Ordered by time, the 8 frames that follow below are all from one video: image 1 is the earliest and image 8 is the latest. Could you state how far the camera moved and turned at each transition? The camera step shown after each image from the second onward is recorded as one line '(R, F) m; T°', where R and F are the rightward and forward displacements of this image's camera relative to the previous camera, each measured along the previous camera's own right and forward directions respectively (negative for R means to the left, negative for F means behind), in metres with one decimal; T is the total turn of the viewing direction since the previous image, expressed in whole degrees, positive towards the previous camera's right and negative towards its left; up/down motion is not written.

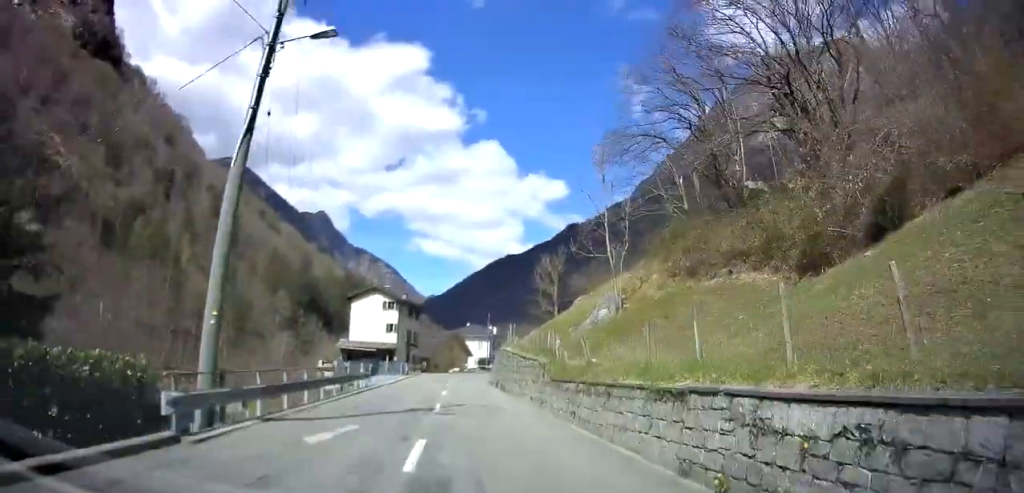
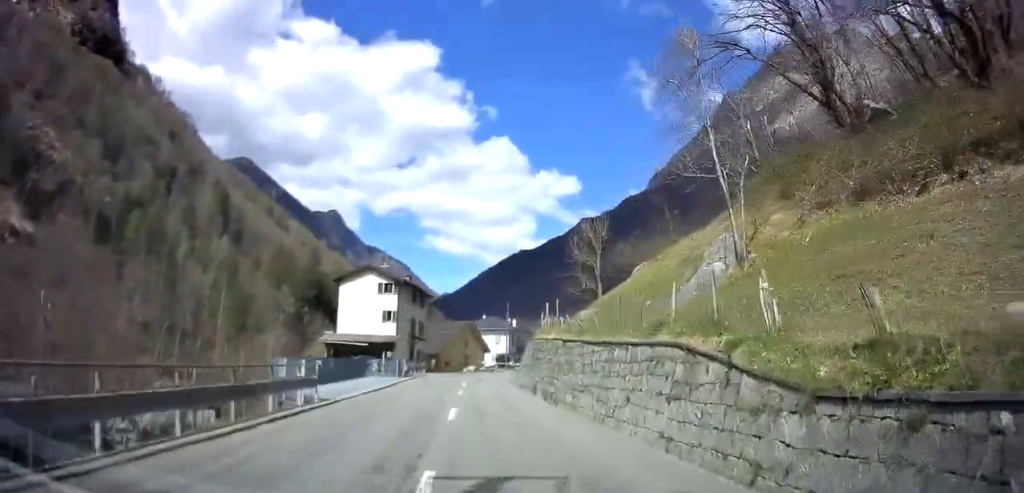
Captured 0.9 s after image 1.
(-0.3, +12.7) m; -1°
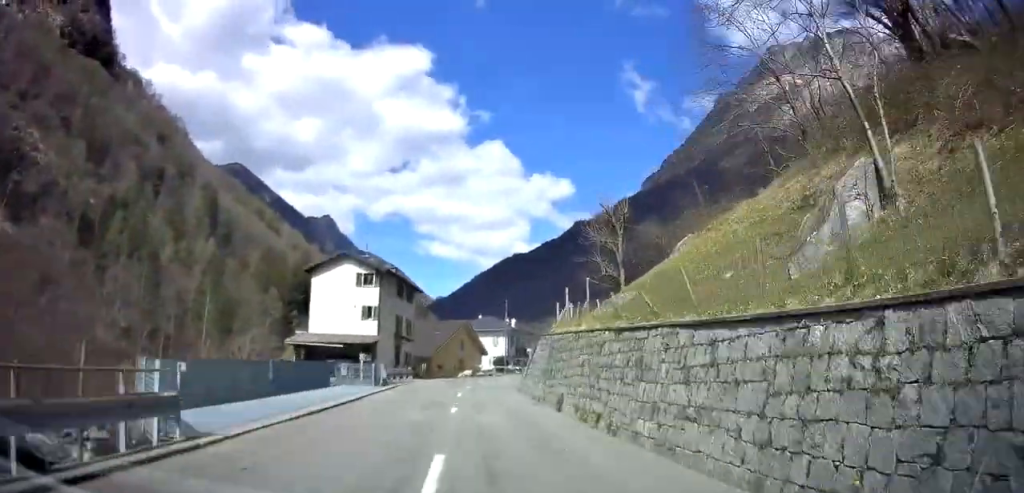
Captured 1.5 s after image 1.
(-0.2, +7.8) m; +1°
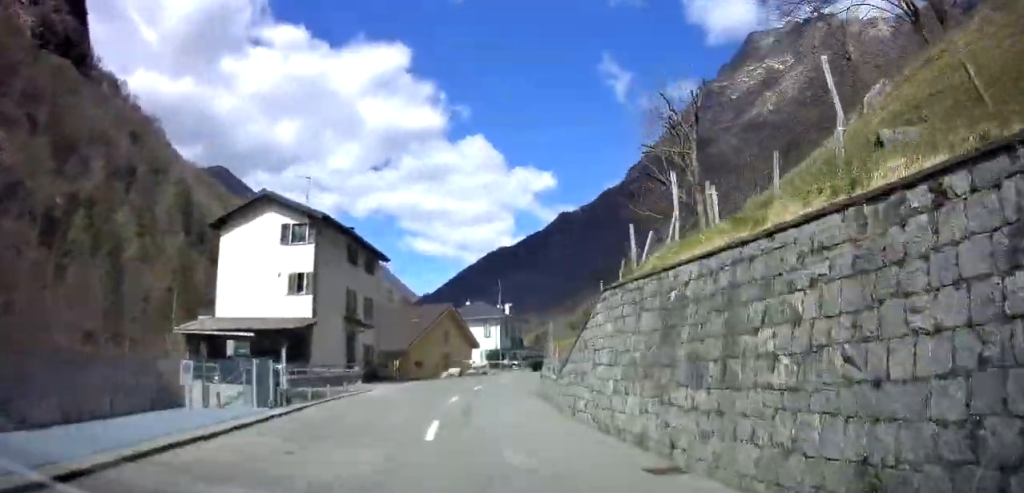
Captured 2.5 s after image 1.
(+0.5, +14.4) m; +1°
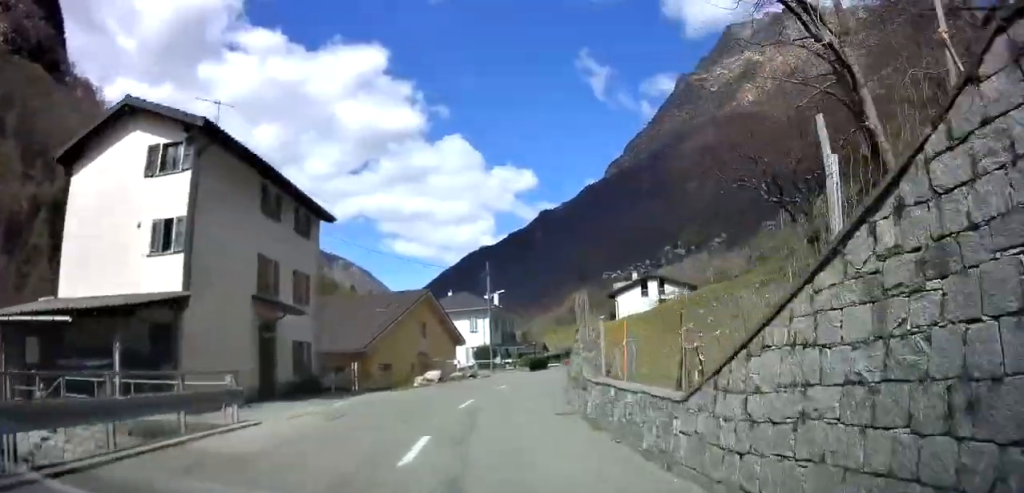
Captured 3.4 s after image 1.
(-0.2, +11.3) m; +1°
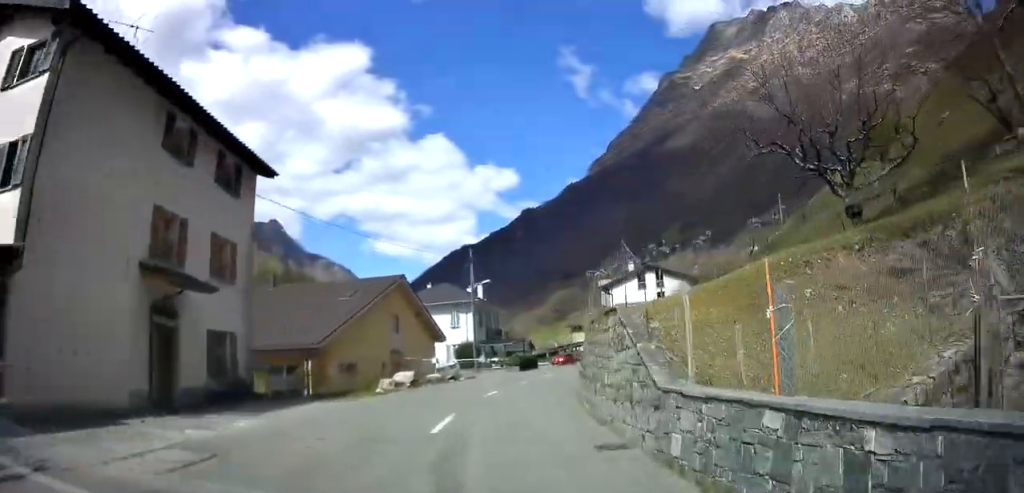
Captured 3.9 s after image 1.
(+0.1, +6.0) m; +2°
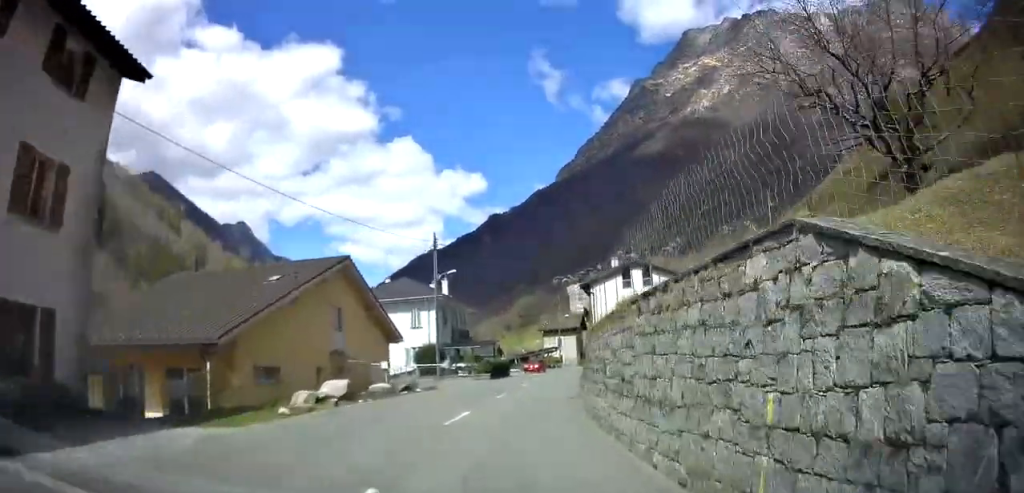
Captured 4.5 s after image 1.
(+0.2, +7.6) m; +3°
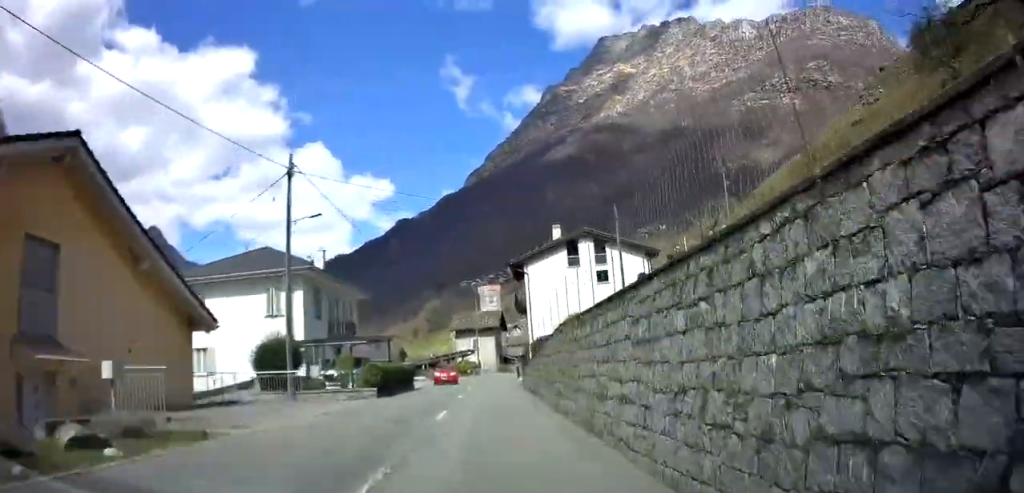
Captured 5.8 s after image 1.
(+0.8, +15.9) m; +5°
